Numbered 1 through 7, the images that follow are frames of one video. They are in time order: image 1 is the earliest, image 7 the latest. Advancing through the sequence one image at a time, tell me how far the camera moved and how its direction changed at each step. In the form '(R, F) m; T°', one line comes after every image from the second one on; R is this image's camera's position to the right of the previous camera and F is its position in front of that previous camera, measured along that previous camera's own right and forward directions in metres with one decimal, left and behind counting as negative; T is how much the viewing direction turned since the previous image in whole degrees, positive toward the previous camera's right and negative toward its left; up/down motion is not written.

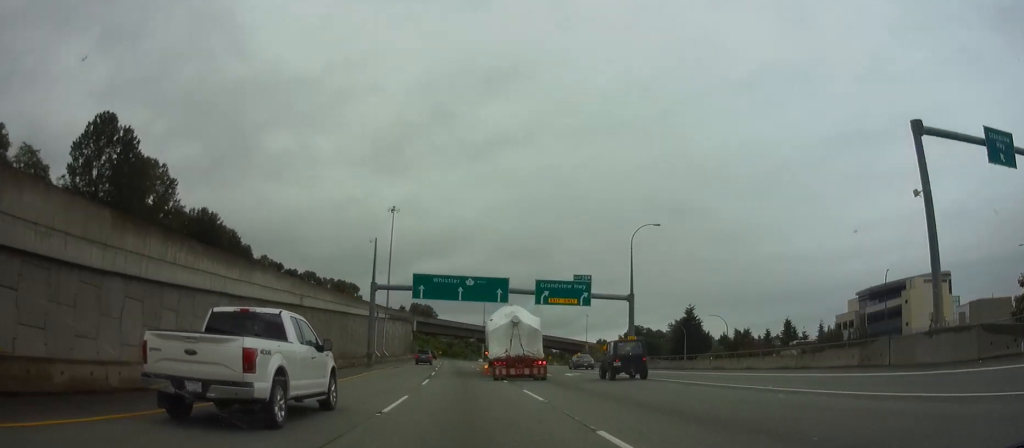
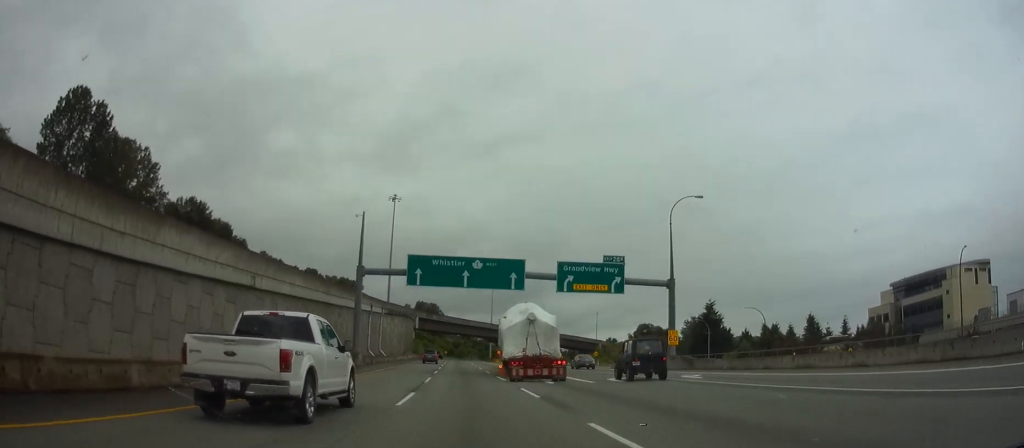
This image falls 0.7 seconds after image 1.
(0.0, +11.2) m; 0°
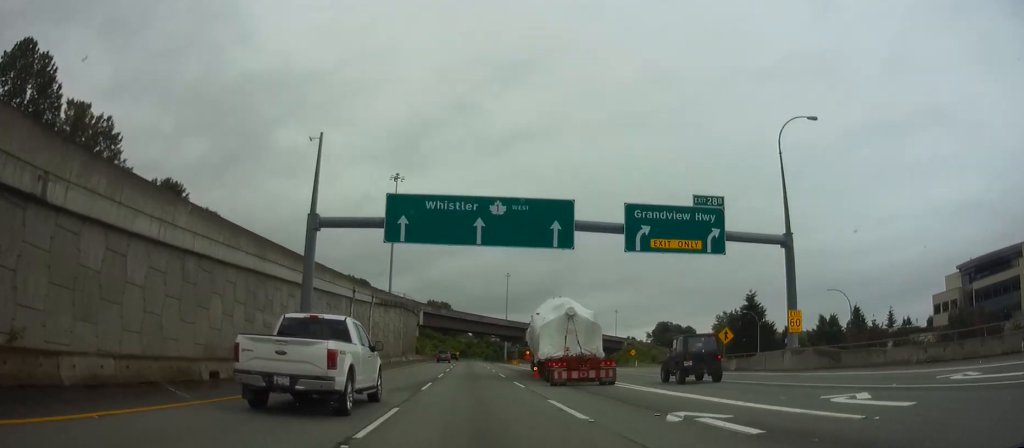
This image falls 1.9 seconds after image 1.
(-0.1, +19.2) m; 0°
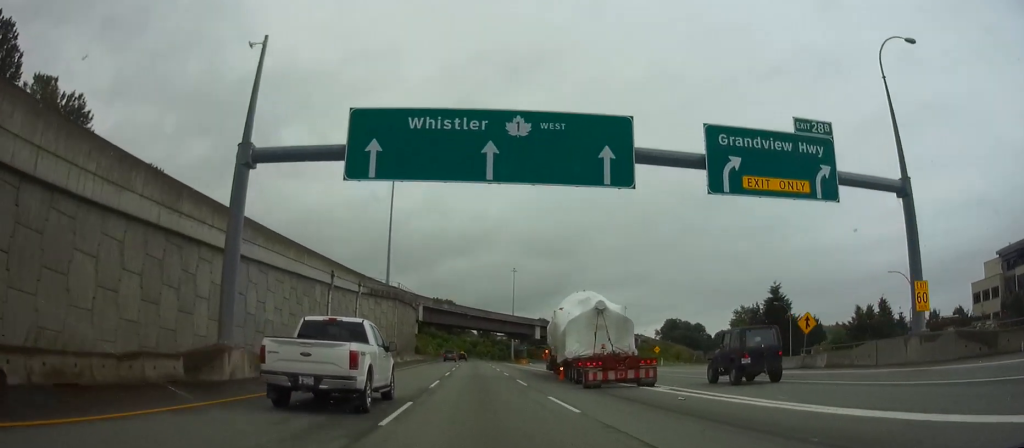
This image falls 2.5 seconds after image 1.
(0.0, +11.2) m; 0°
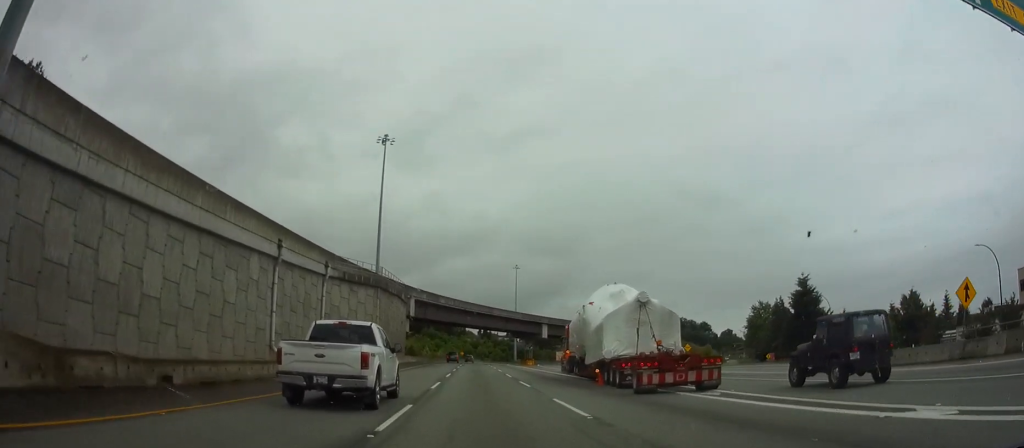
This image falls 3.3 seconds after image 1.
(0.0, +13.5) m; 0°
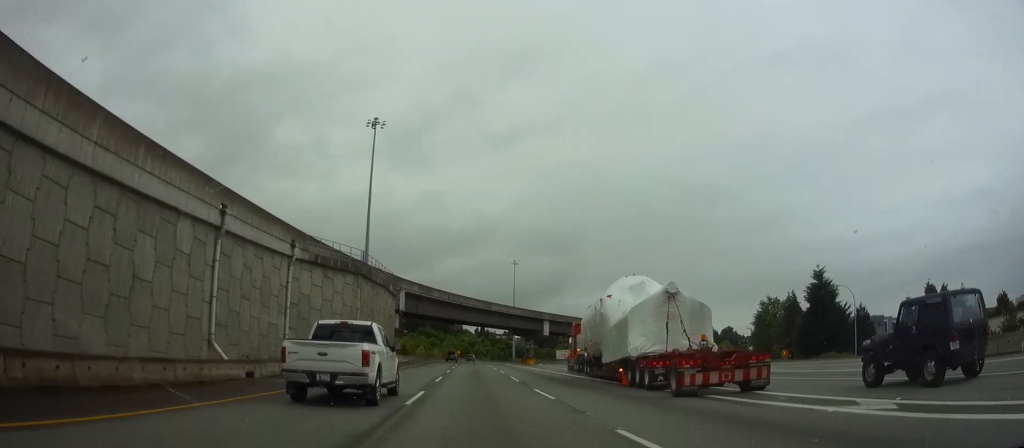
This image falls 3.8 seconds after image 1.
(0.0, +8.0) m; 0°
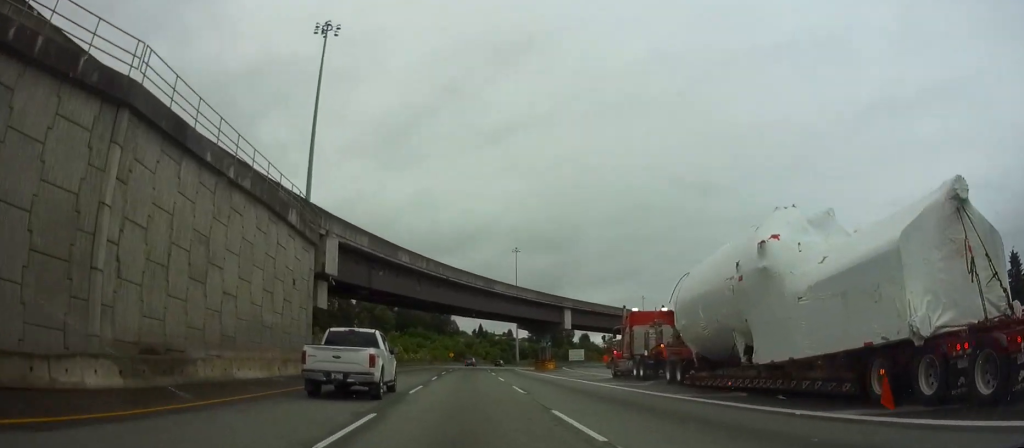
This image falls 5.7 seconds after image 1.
(-0.1, +33.2) m; -1°
